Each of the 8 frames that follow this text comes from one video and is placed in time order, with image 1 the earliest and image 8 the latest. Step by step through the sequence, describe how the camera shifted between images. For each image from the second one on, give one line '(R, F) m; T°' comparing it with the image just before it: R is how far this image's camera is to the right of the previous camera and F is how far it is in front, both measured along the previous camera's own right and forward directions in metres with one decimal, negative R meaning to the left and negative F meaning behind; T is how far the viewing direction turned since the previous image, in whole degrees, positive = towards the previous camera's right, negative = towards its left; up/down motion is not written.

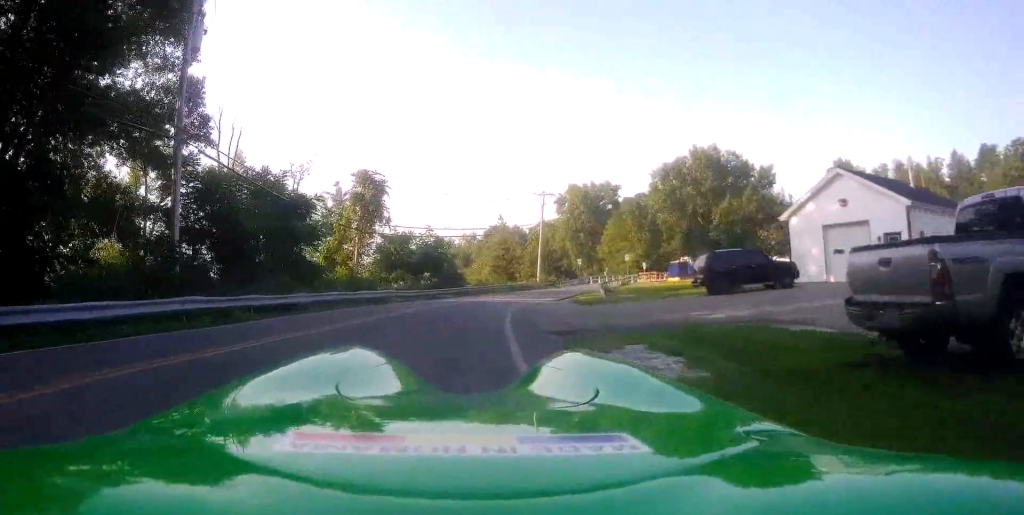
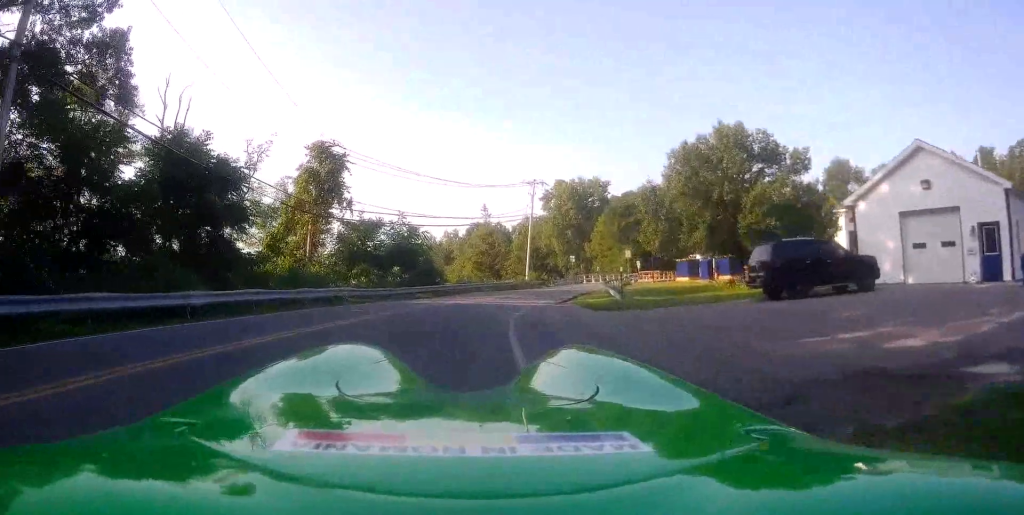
(+0.3, +7.3) m; +4°
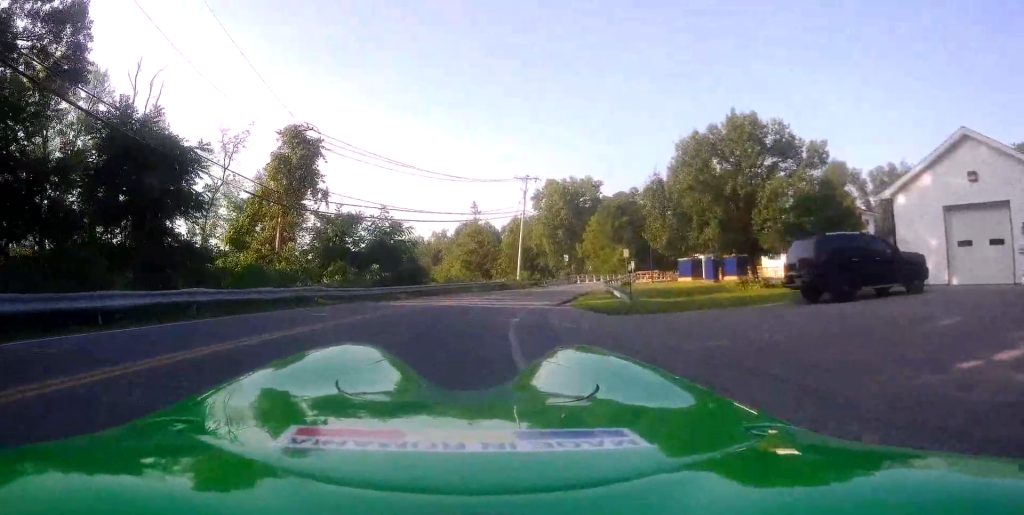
(+0.1, +3.3) m; +2°
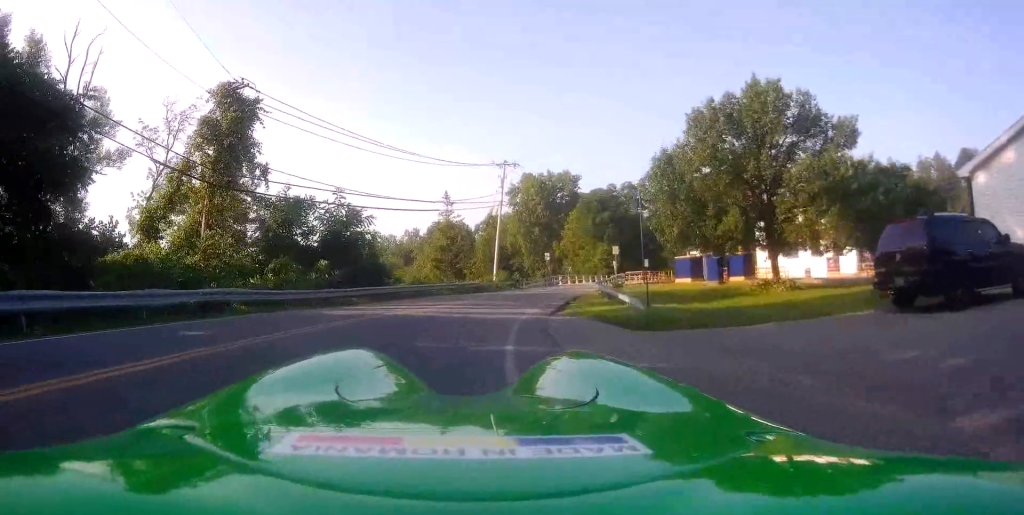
(0.0, +5.6) m; +3°
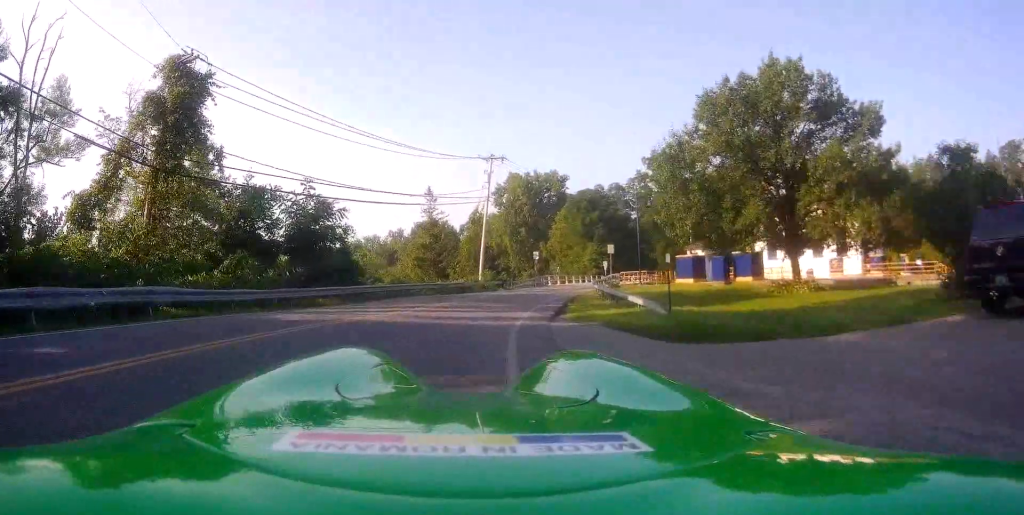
(+0.1, +3.5) m; +3°
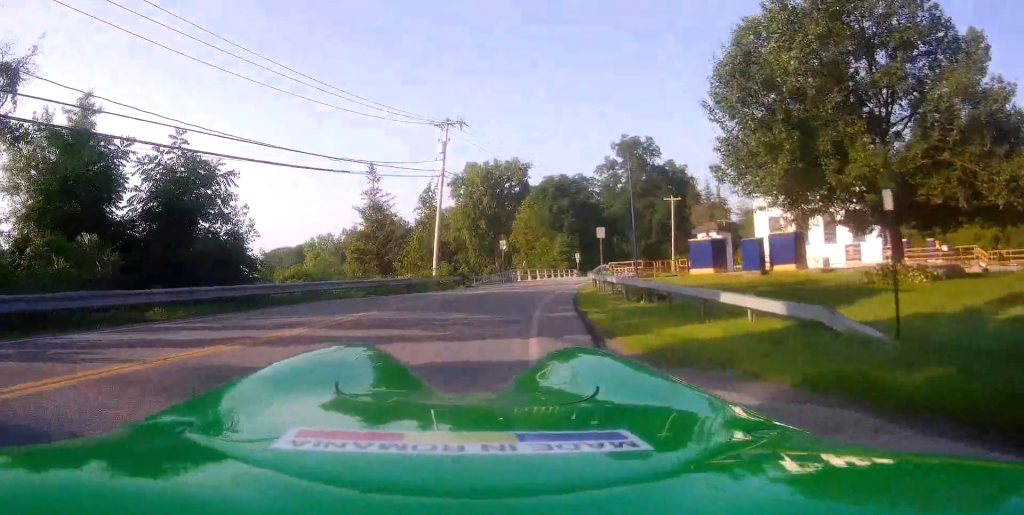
(+0.7, +10.0) m; +4°
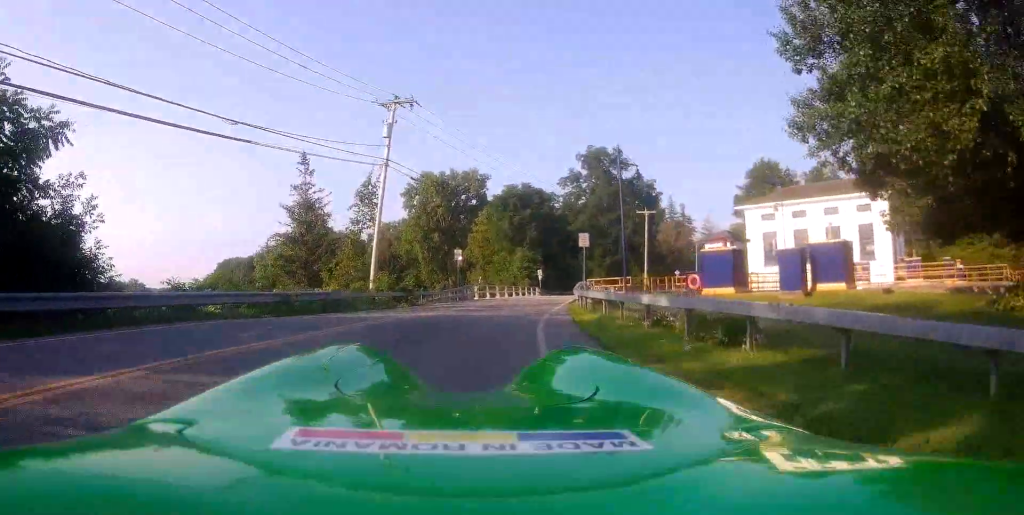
(-0.3, +7.6) m; +1°
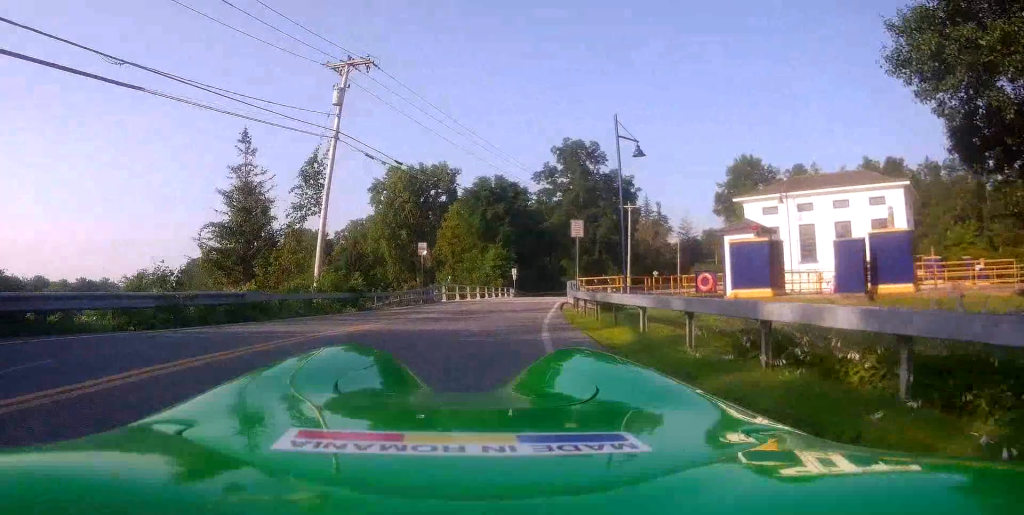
(+0.3, +5.7) m; +2°
